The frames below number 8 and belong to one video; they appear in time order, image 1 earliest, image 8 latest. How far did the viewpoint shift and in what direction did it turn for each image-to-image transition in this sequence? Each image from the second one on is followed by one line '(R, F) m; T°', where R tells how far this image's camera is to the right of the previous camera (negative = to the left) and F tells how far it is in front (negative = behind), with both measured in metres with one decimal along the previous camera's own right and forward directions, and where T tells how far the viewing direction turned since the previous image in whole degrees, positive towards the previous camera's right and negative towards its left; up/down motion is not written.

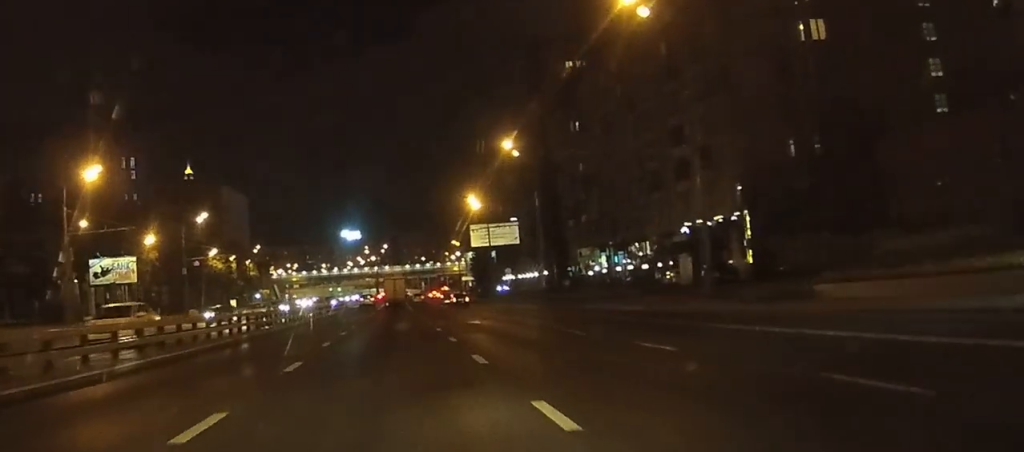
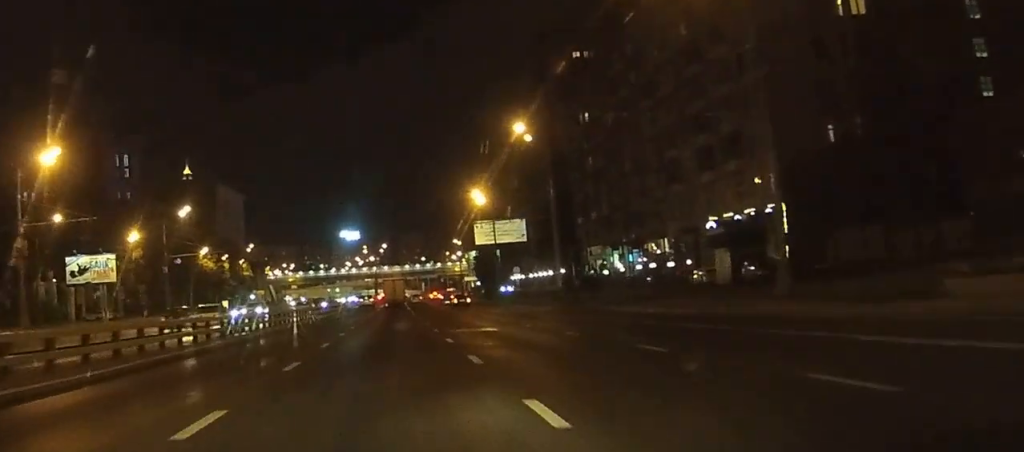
(0.0, +7.6) m; 0°
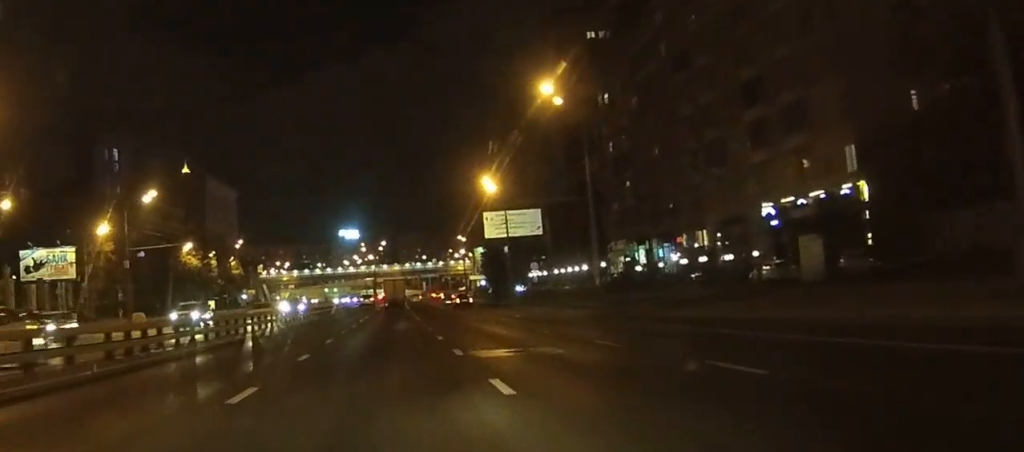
(0.0, +12.7) m; 0°
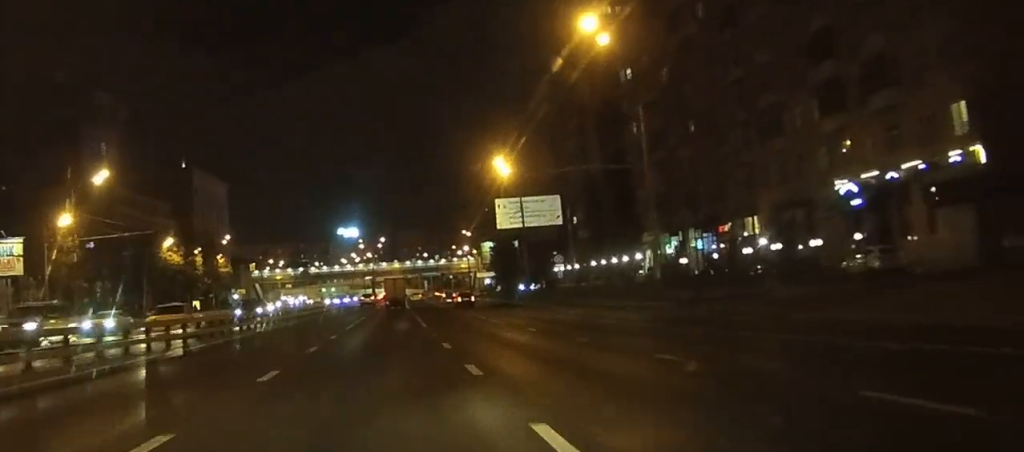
(0.0, +12.7) m; 0°
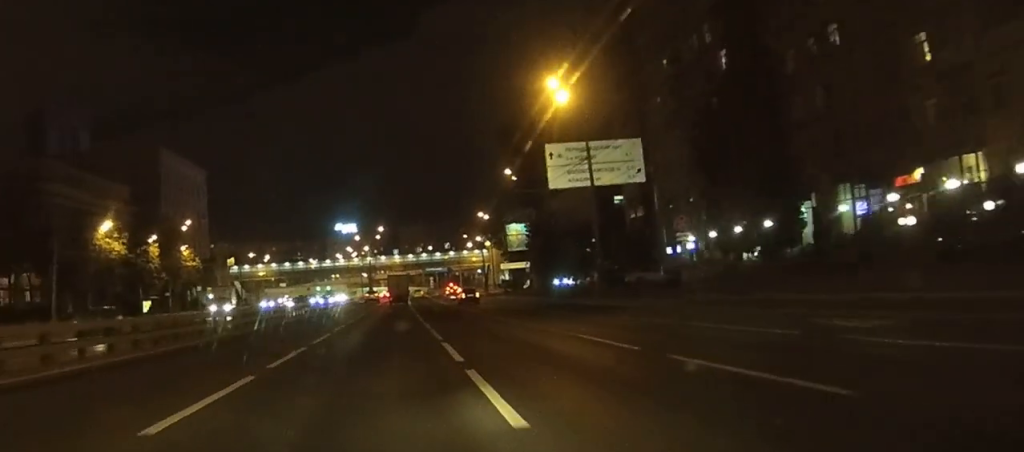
(-0.2, +31.0) m; -1°
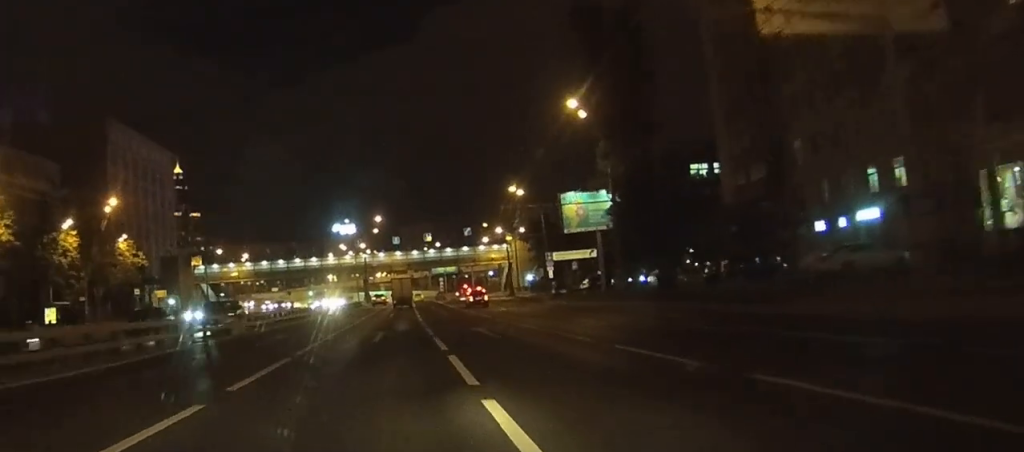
(0.0, +35.7) m; 0°
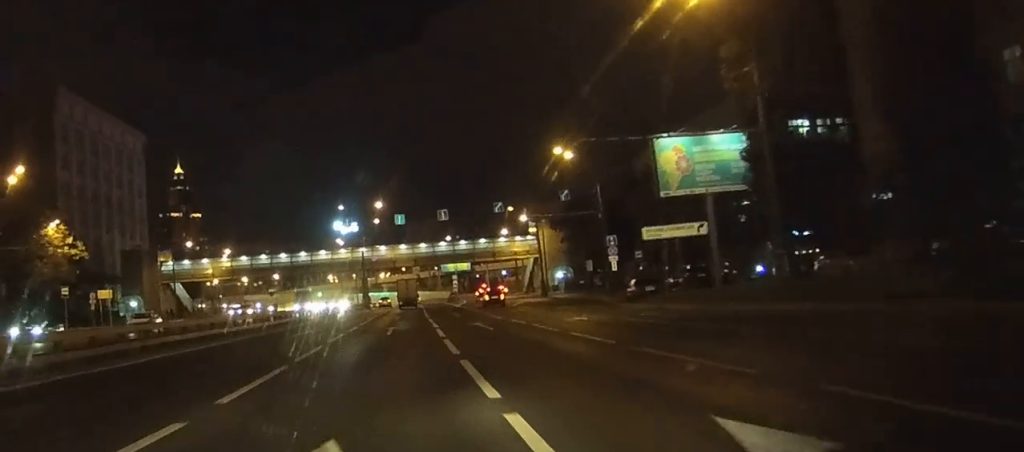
(0.0, +25.6) m; 0°
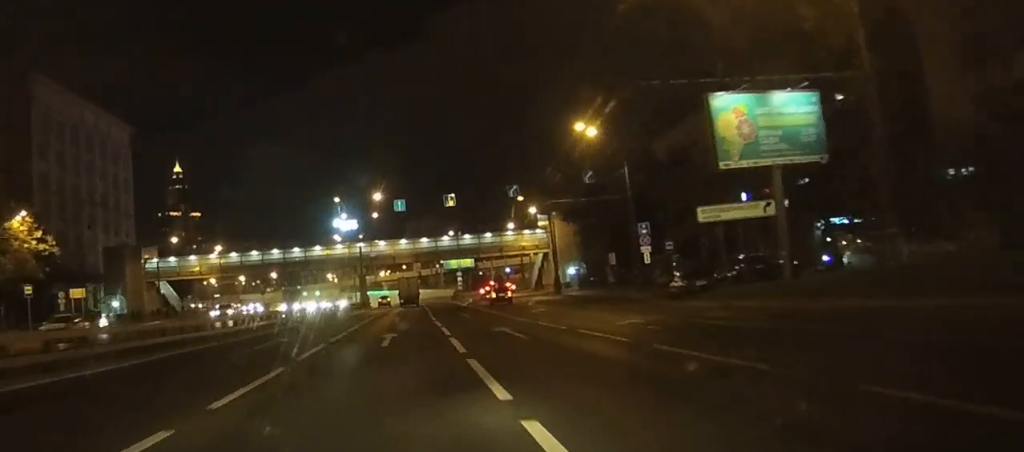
(0.0, +8.8) m; 0°
